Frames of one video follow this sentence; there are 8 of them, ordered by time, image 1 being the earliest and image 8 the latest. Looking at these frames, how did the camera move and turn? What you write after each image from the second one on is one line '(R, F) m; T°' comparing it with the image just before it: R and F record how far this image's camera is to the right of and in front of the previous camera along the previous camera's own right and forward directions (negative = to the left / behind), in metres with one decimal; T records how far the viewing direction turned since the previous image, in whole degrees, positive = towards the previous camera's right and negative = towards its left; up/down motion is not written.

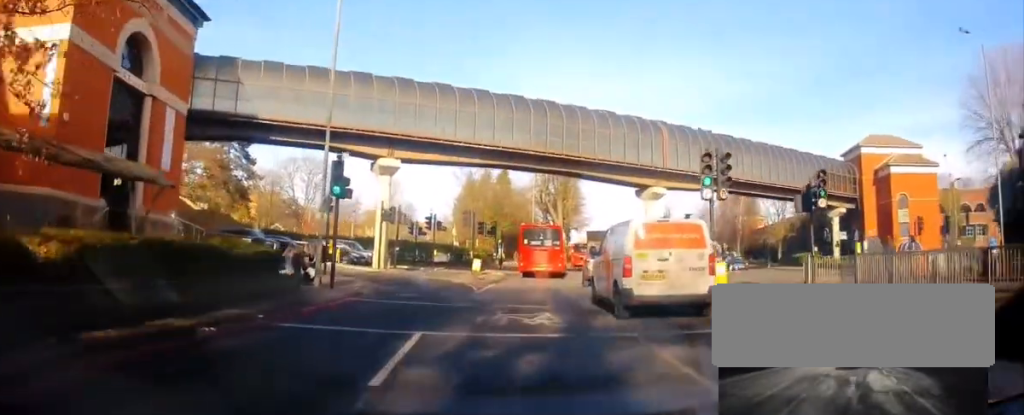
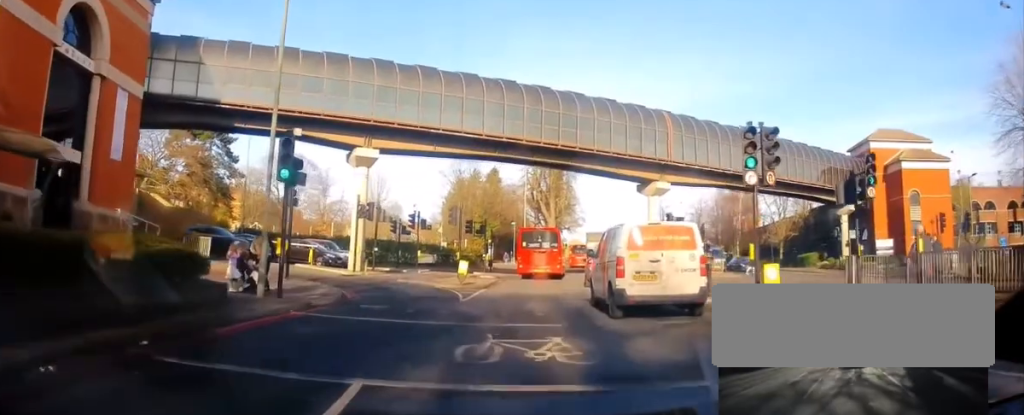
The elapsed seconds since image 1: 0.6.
(0.0, +3.1) m; 0°
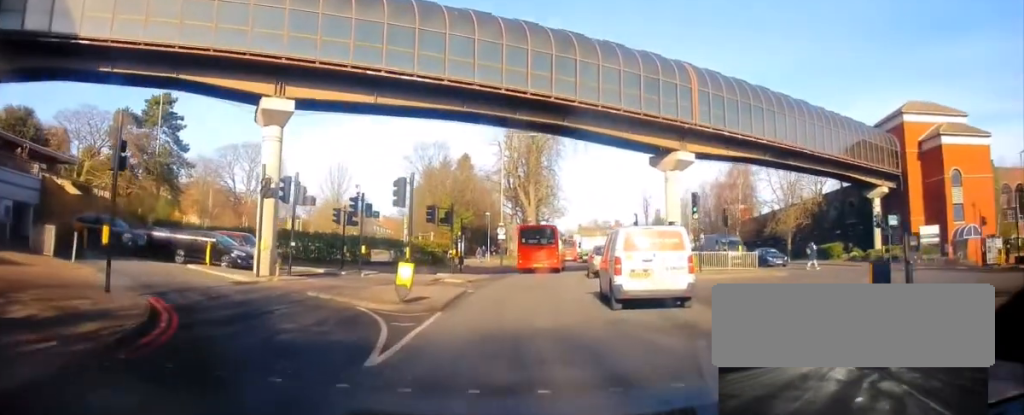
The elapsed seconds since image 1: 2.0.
(+0.3, +9.0) m; +5°
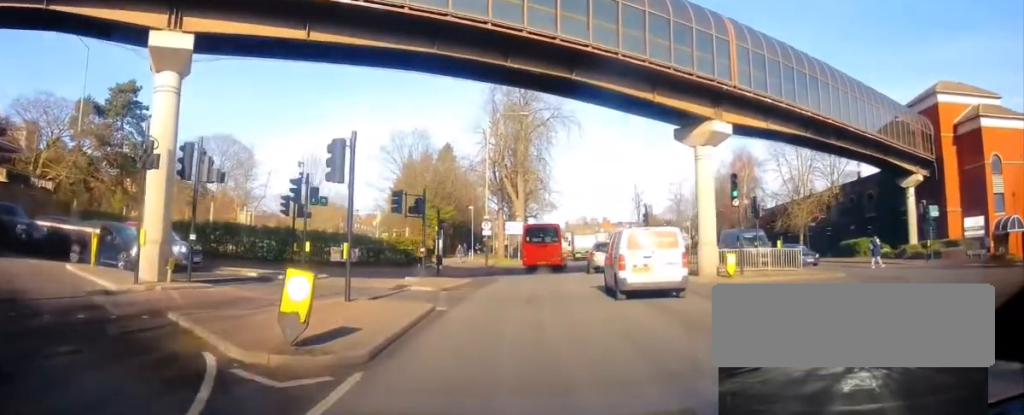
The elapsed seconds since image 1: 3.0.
(+0.3, +6.6) m; +2°
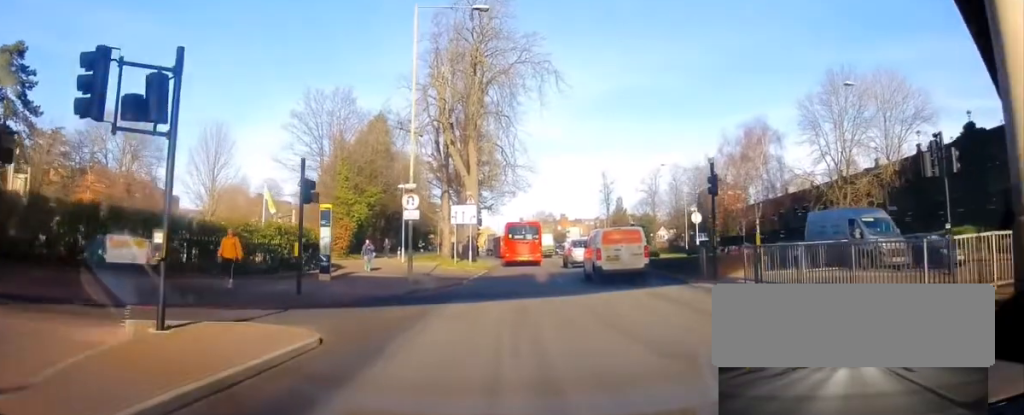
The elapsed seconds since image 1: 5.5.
(+0.5, +17.8) m; +2°
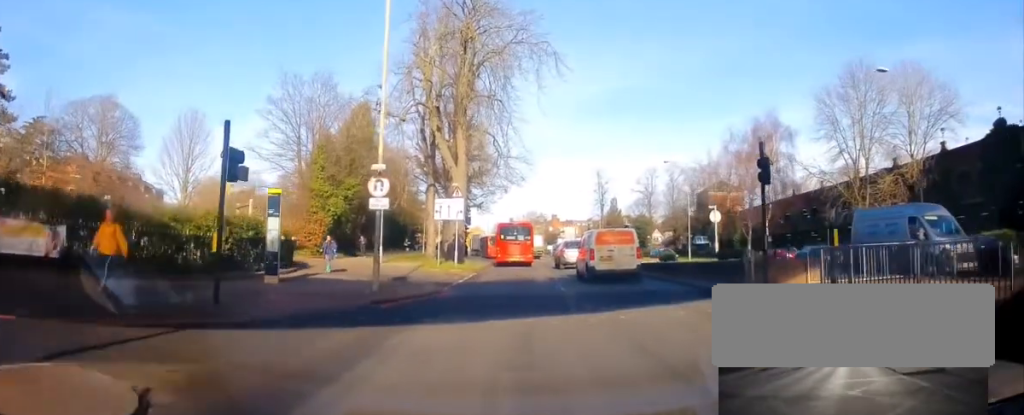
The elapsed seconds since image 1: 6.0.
(0.0, +4.4) m; 0°
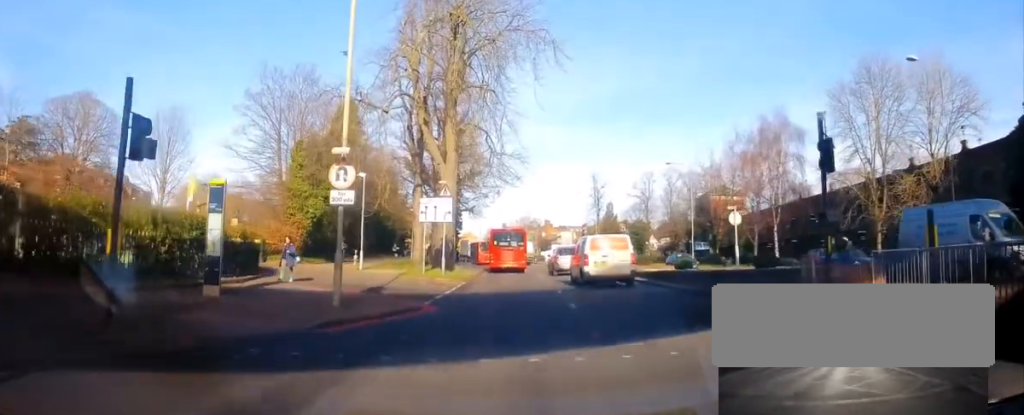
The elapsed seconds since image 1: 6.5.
(-0.1, +3.5) m; 0°
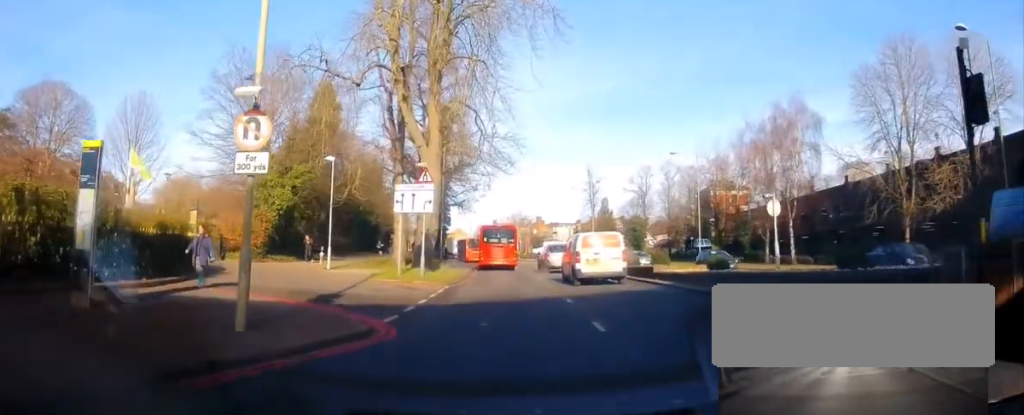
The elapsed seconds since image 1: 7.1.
(0.0, +4.8) m; +2°
